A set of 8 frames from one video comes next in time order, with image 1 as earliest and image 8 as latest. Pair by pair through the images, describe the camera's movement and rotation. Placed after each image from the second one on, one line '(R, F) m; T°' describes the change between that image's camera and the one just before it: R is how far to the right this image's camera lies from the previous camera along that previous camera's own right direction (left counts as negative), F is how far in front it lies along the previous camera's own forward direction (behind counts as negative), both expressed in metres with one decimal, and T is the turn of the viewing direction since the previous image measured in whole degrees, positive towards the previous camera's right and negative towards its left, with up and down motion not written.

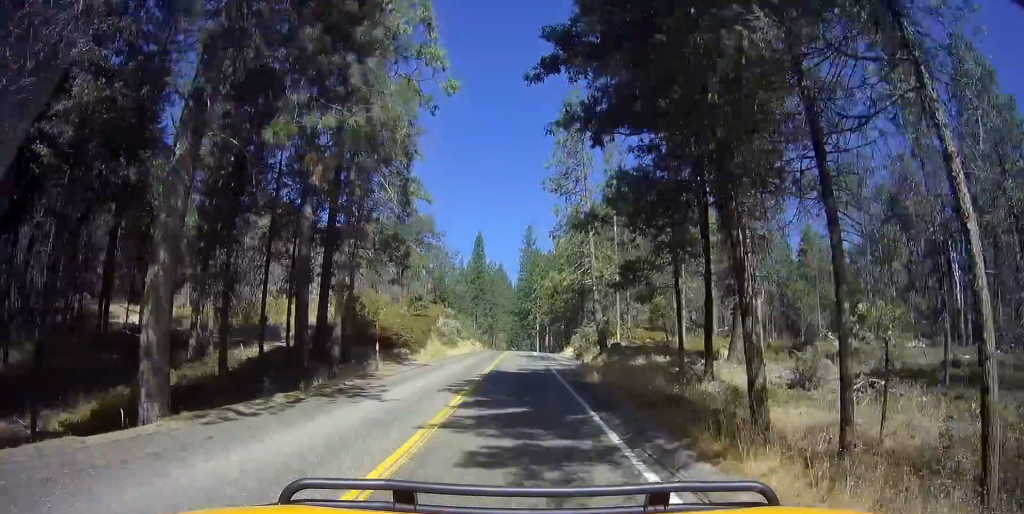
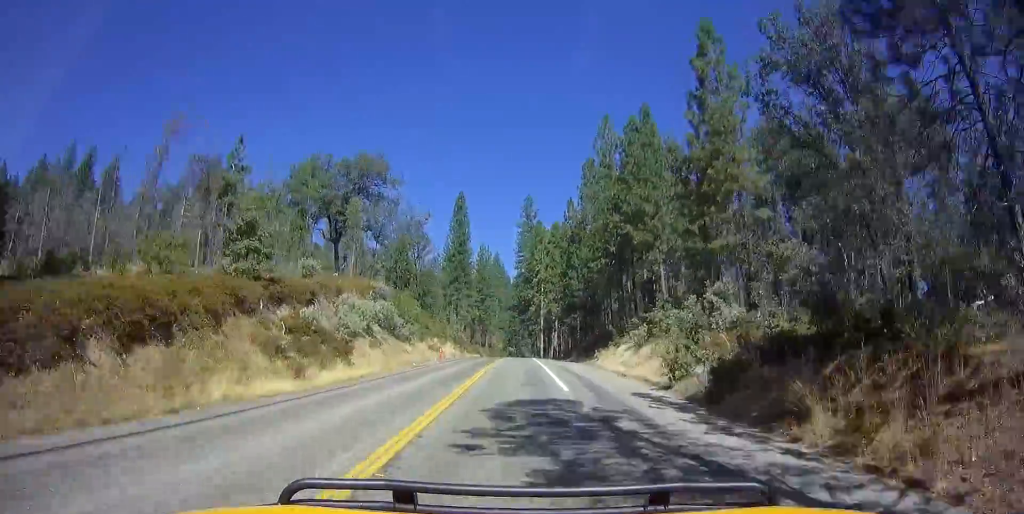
(-1.0, +37.6) m; -2°
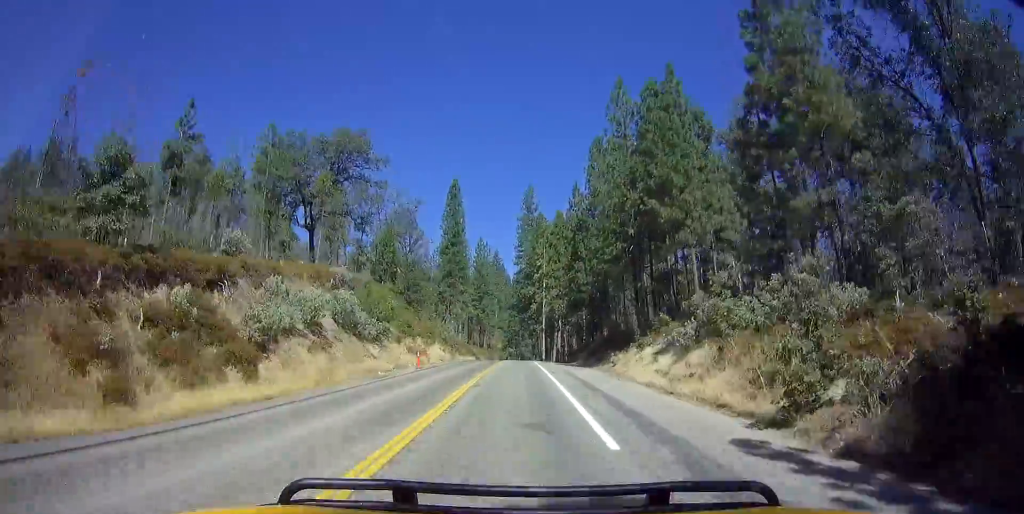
(+0.6, +8.8) m; -1°
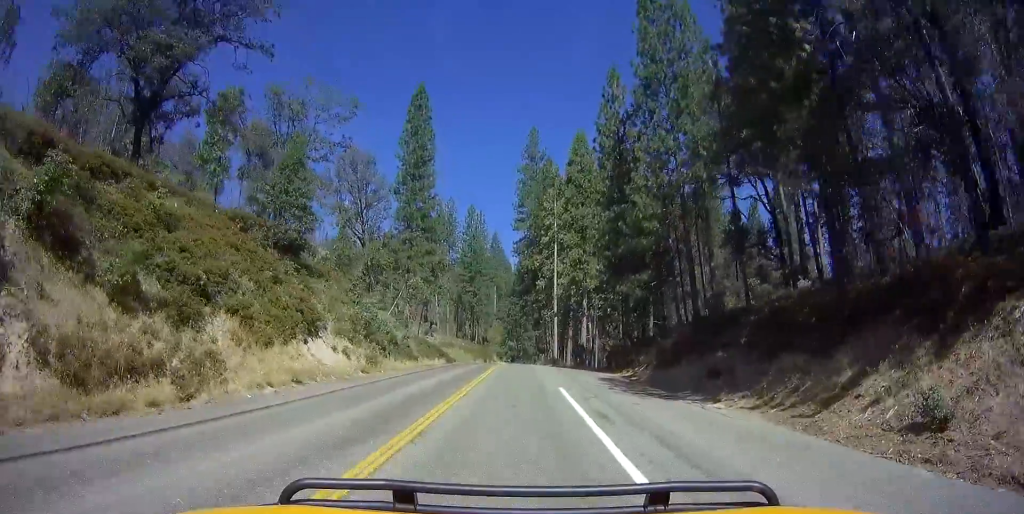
(-1.0, +32.6) m; 0°
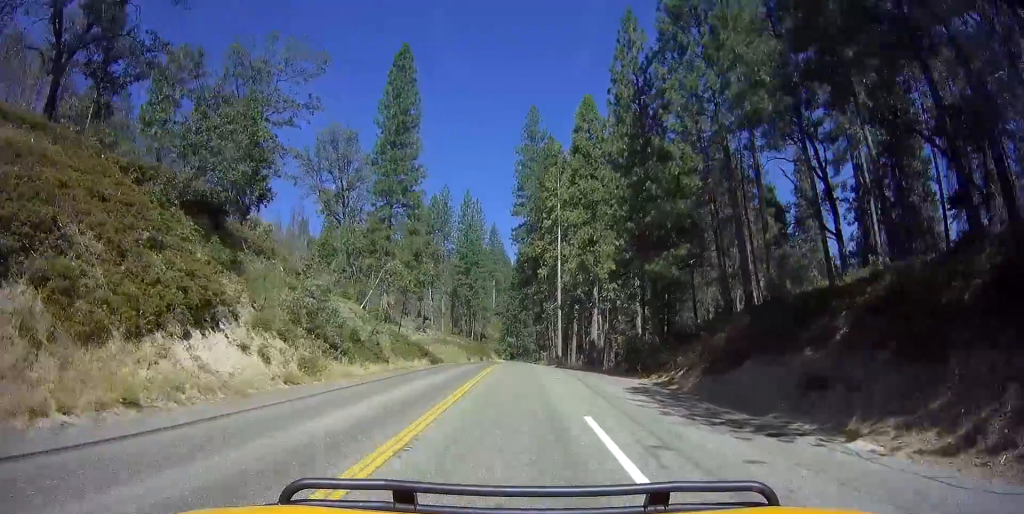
(+0.2, +8.4) m; +1°
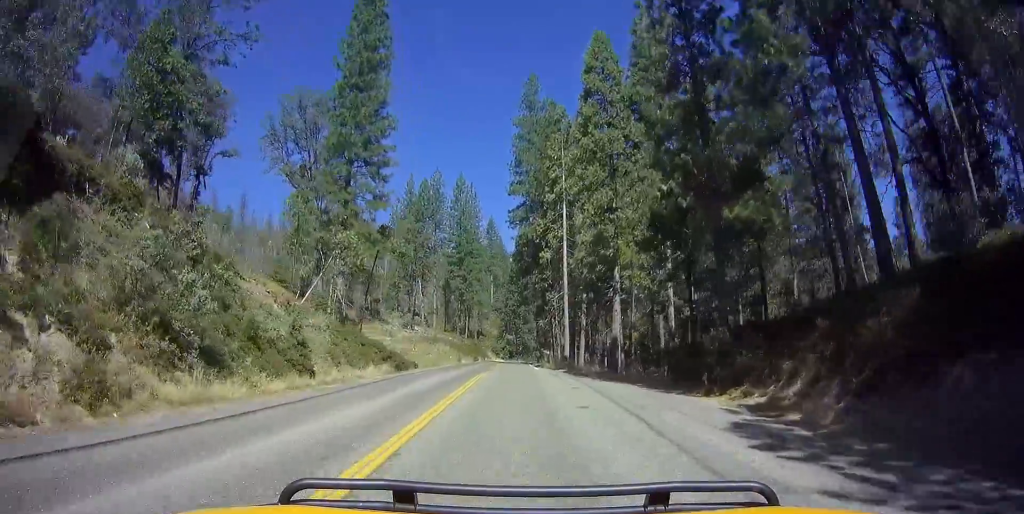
(0.0, +10.9) m; 0°
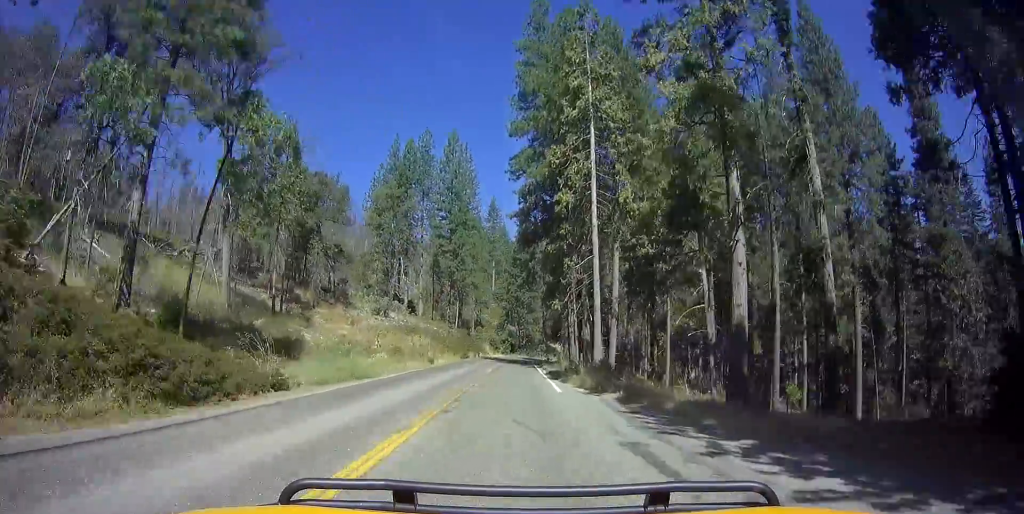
(-0.2, +19.7) m; -3°
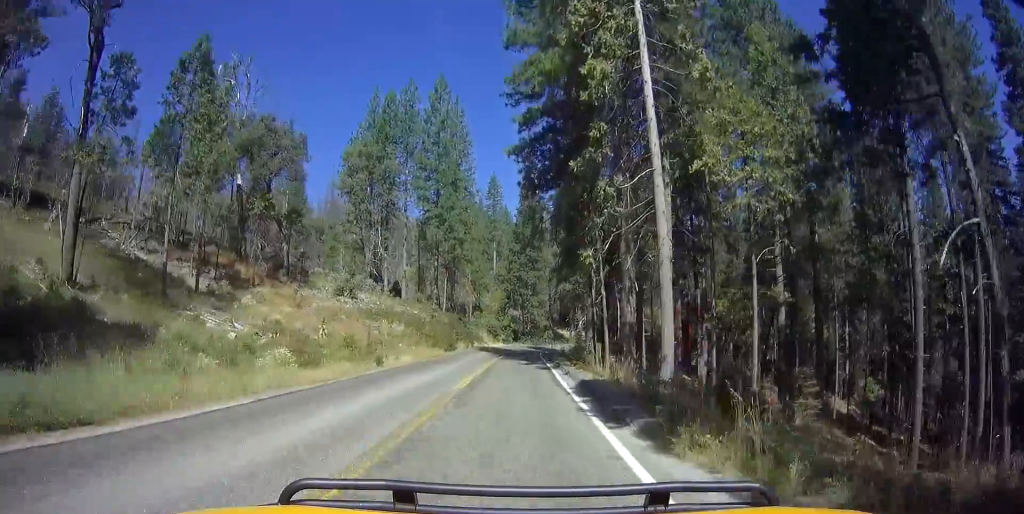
(-0.5, +15.7) m; -1°
